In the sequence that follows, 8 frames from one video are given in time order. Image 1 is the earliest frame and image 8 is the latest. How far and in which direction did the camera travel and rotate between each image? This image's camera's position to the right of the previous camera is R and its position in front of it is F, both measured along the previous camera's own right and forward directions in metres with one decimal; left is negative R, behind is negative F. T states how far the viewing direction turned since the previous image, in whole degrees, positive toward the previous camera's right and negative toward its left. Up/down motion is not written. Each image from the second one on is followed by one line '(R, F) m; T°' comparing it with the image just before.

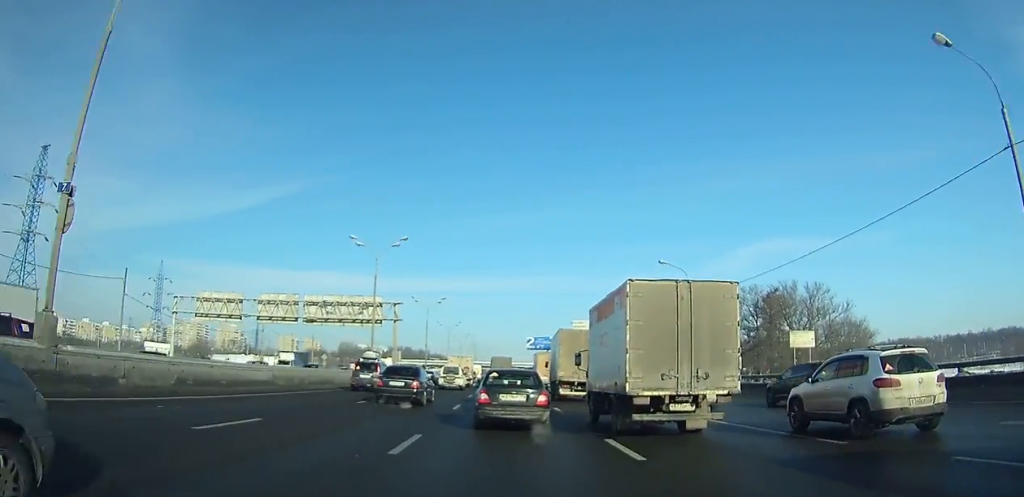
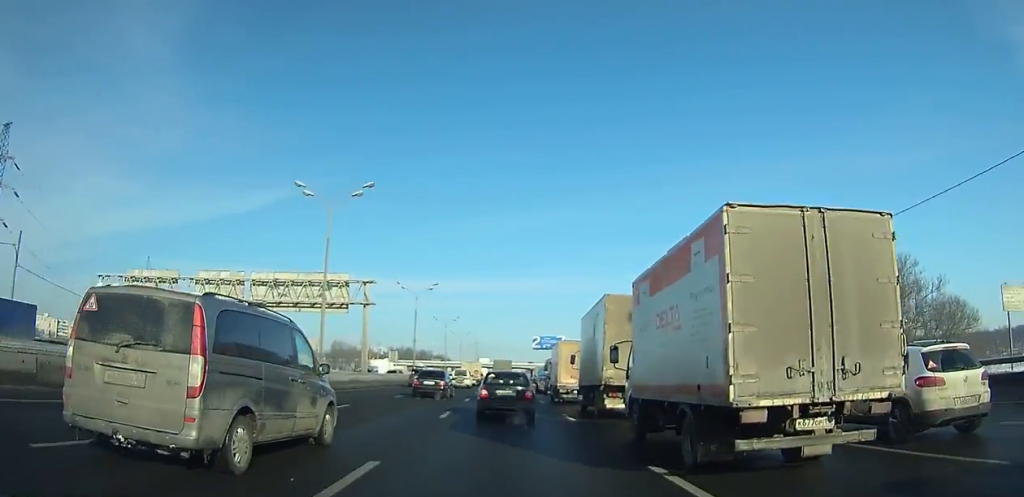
(0.0, +18.0) m; 0°
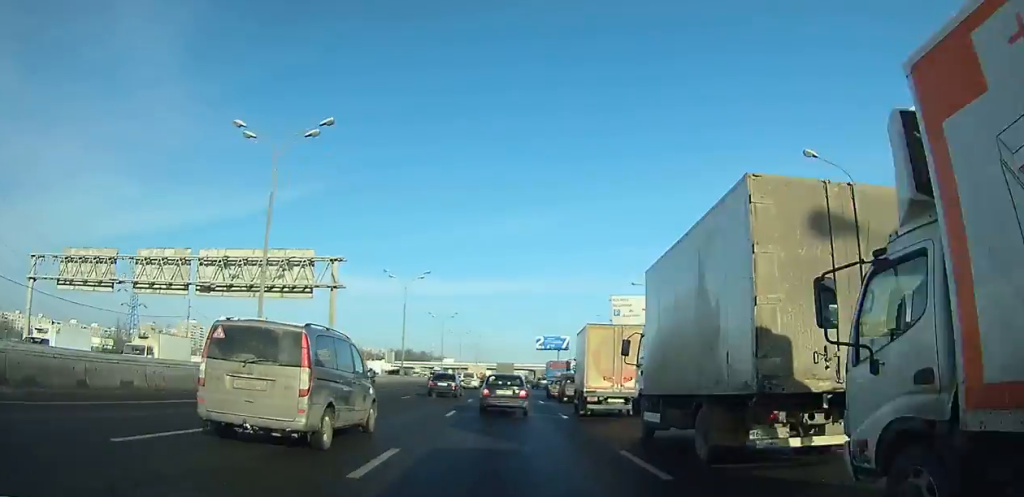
(+0.1, +9.8) m; -1°
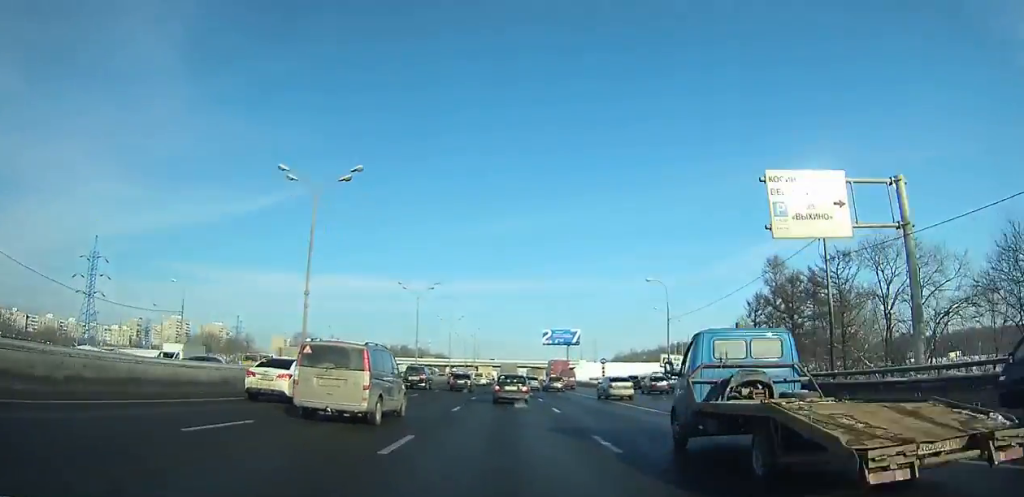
(-0.5, +26.7) m; -1°
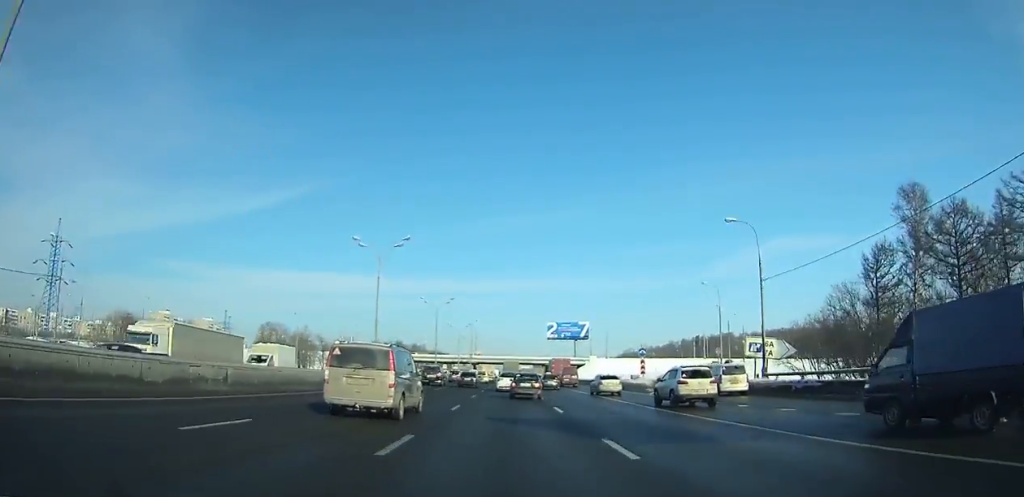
(0.0, +16.3) m; 0°
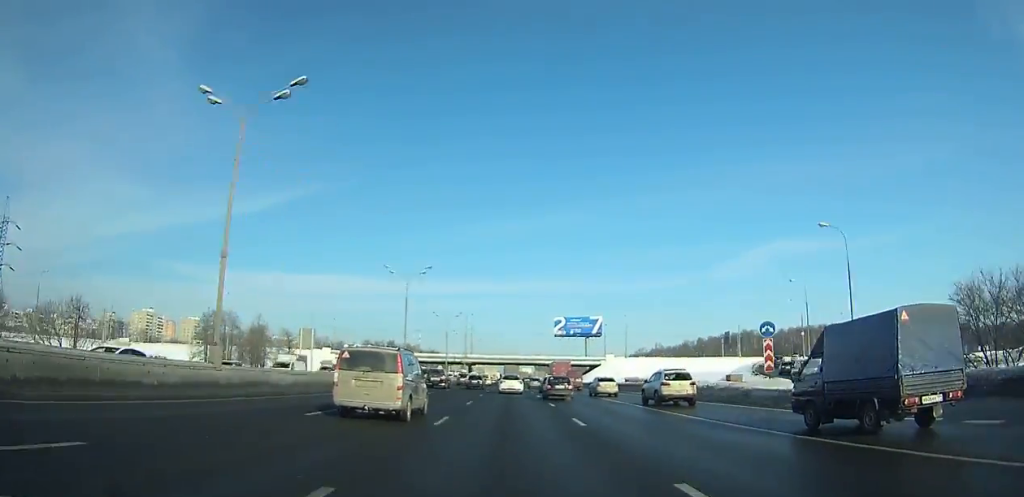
(0.0, +18.0) m; 0°
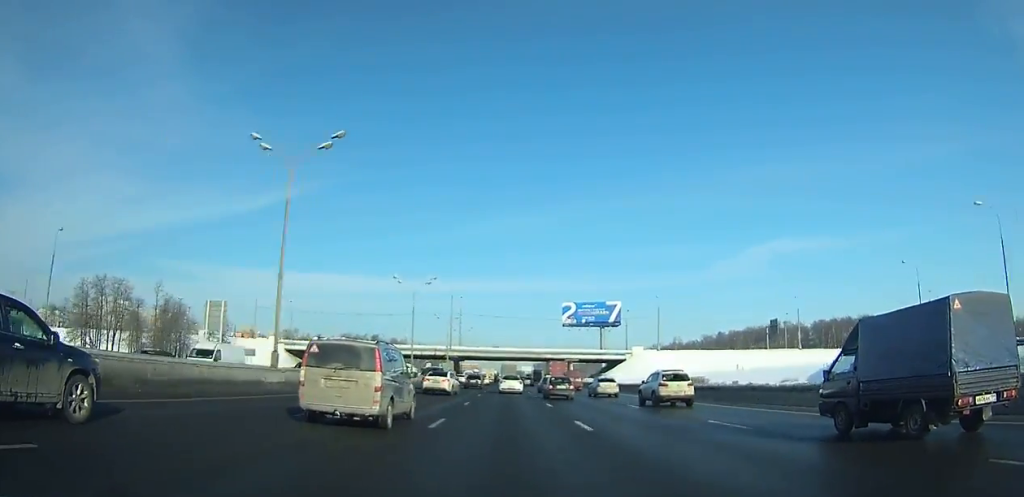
(0.0, +19.7) m; 0°
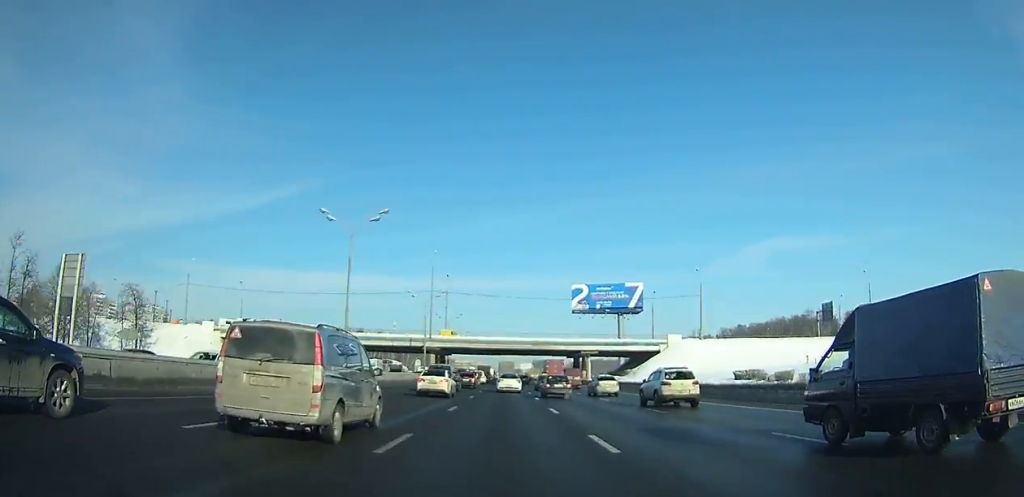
(0.0, +15.3) m; 0°
